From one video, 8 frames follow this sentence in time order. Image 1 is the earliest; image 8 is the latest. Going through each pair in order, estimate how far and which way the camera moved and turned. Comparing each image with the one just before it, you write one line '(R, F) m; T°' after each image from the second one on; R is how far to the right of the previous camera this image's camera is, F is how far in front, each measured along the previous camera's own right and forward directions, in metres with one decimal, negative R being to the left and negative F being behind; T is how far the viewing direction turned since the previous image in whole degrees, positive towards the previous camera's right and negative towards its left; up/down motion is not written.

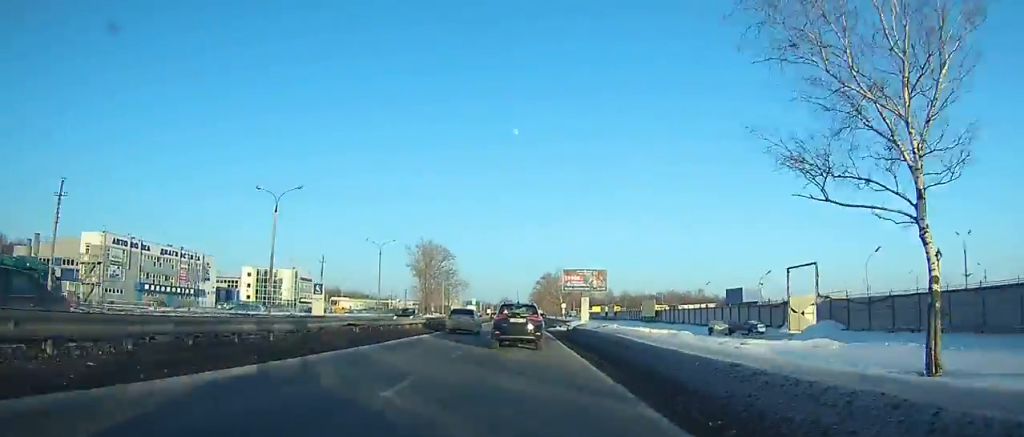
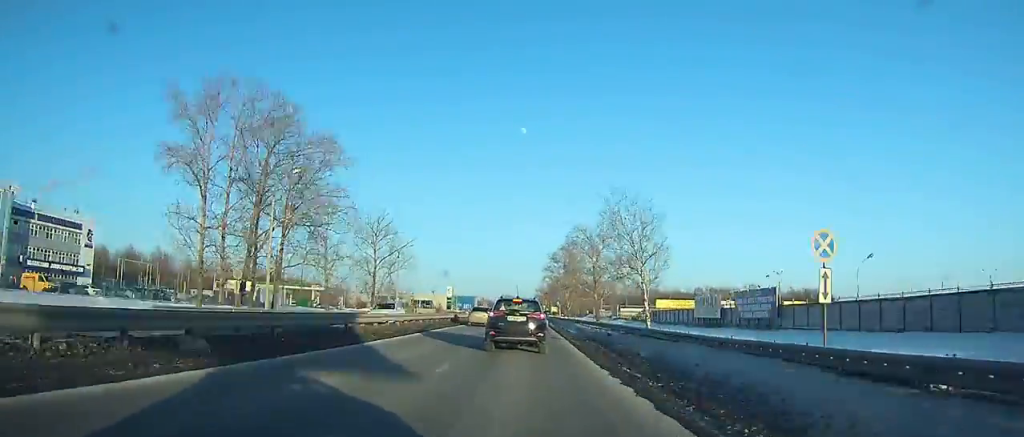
(+0.1, +93.9) m; 0°
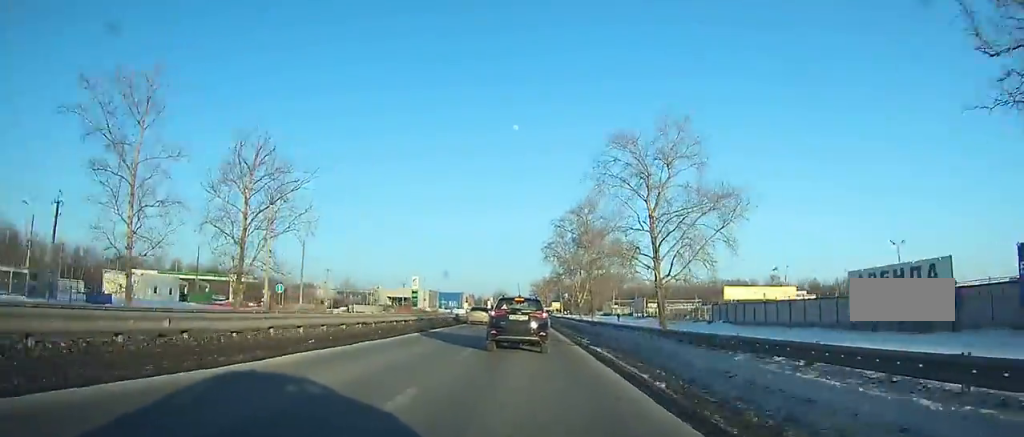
(0.0, +40.3) m; 0°
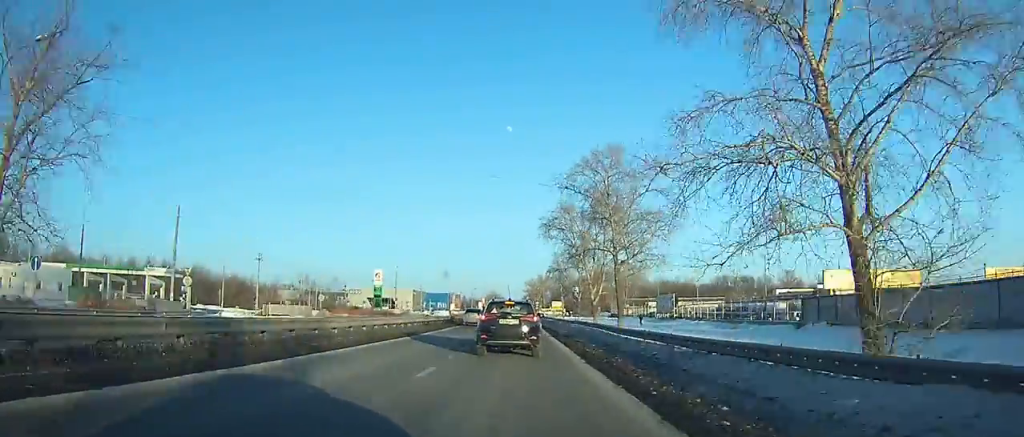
(0.0, +25.6) m; 0°
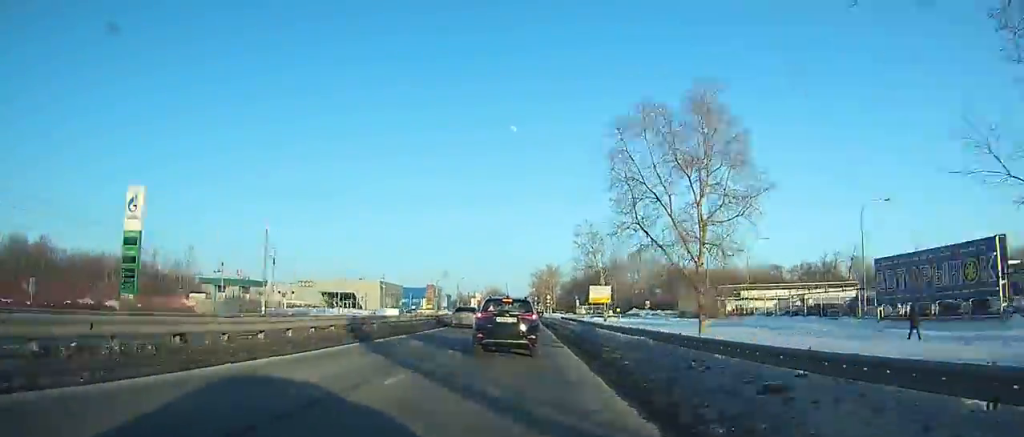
(+0.4, +63.1) m; 0°
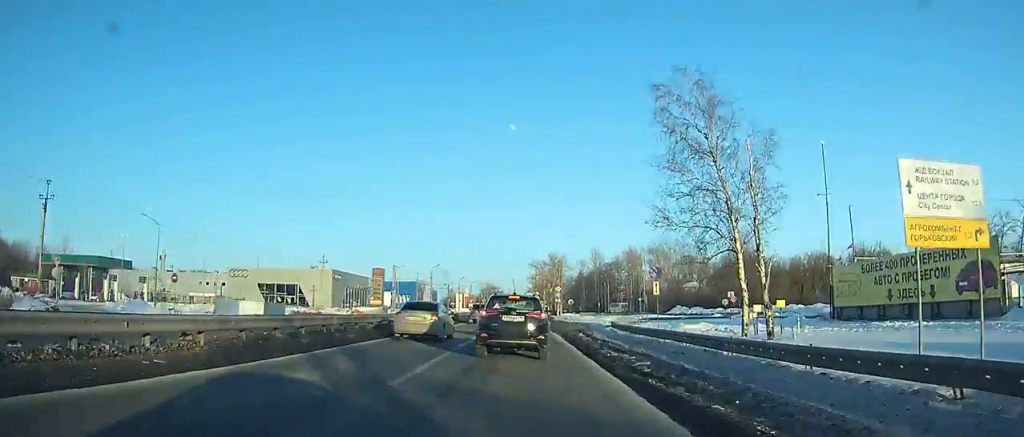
(-0.2, +45.0) m; 0°
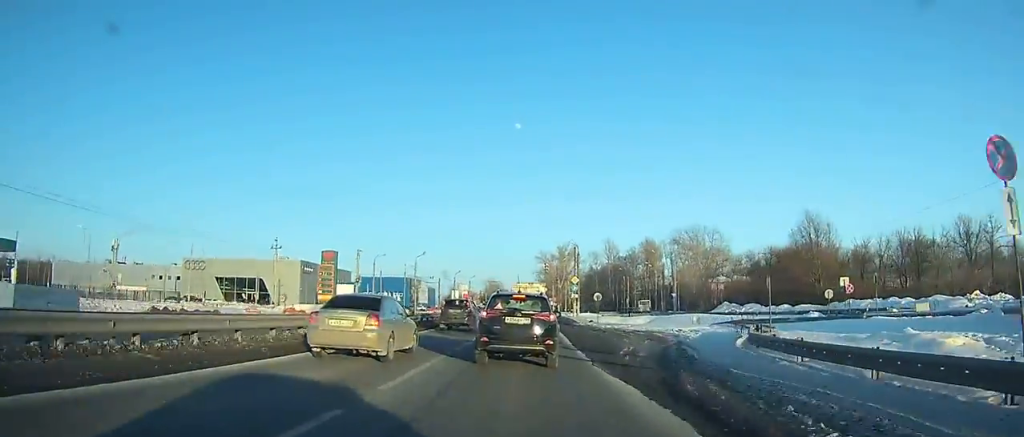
(0.0, +24.0) m; 0°
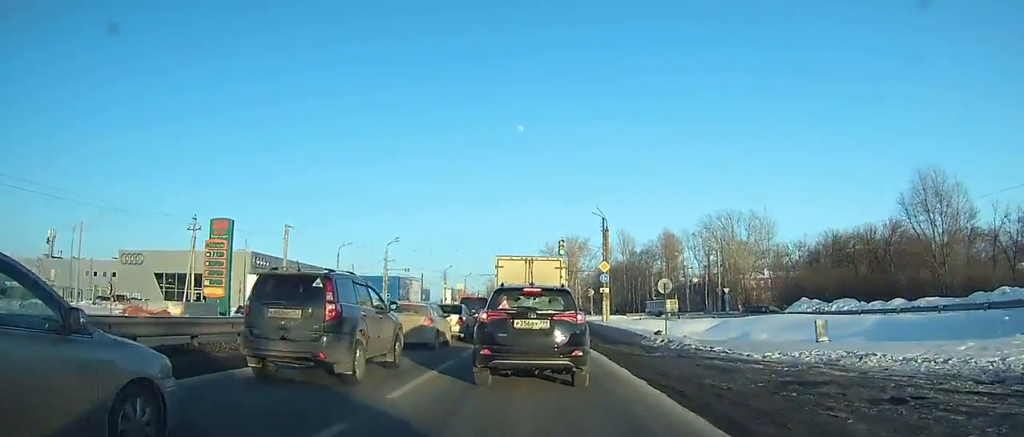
(+0.2, +30.3) m; 0°
